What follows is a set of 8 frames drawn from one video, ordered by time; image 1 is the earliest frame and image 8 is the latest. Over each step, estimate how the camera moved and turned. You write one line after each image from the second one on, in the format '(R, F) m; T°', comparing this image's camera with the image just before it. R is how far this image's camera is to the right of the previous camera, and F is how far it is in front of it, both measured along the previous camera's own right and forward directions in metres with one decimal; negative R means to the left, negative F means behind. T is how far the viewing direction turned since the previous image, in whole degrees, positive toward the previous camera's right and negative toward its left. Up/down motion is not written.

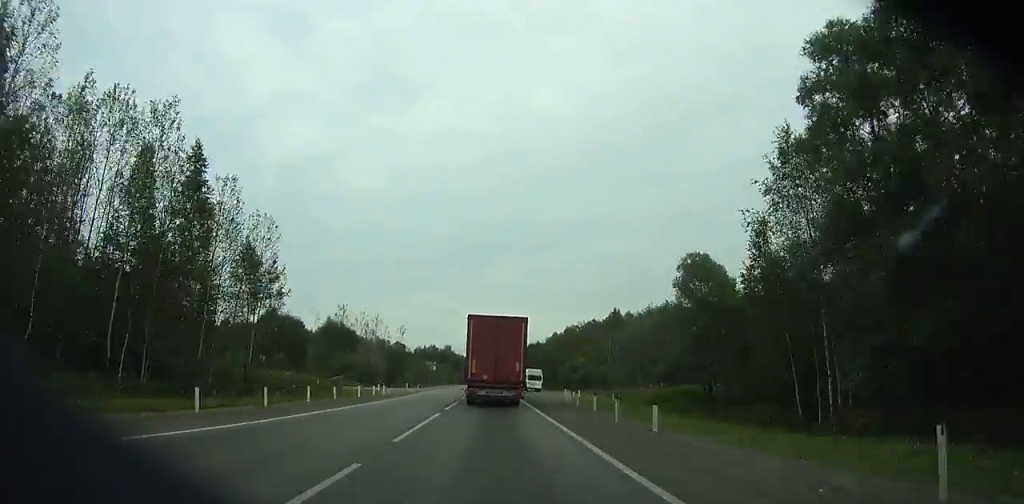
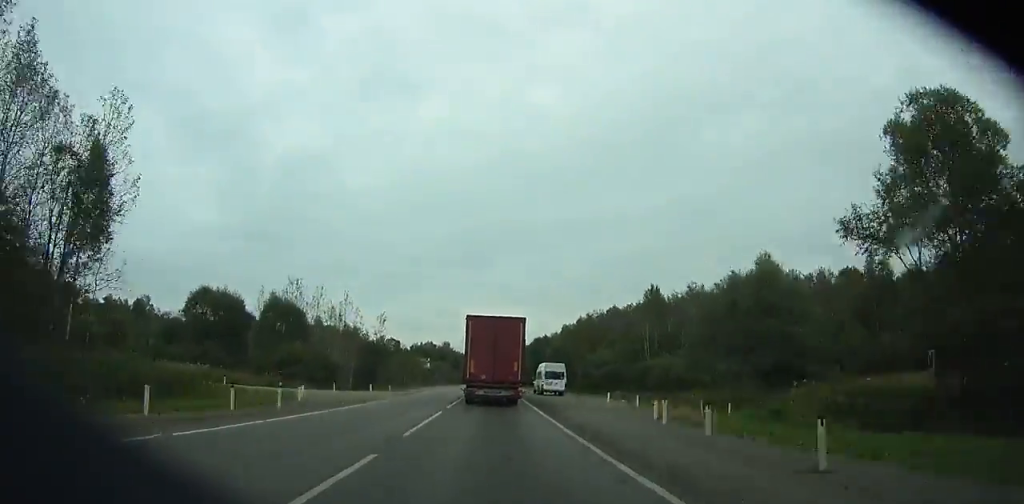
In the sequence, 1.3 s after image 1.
(-0.1, +22.8) m; 0°
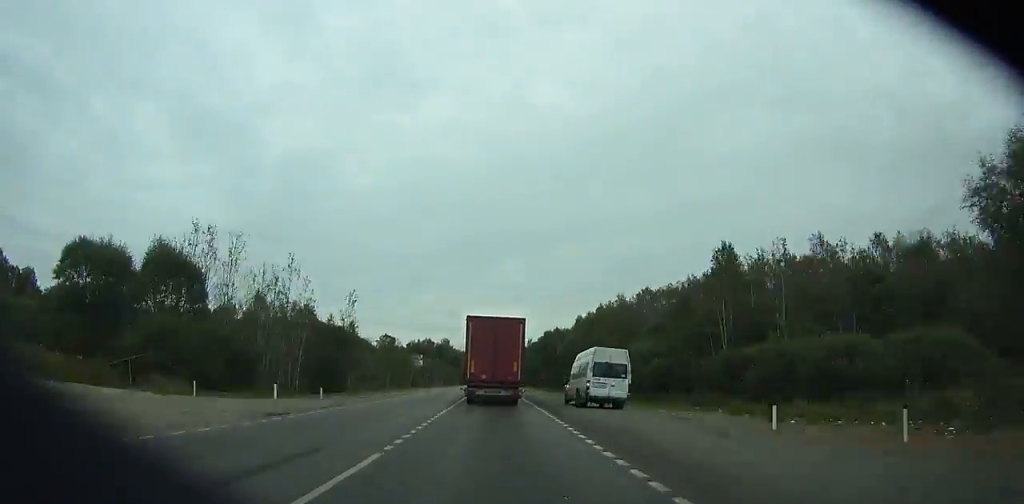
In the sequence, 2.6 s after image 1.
(+0.6, +23.2) m; 0°
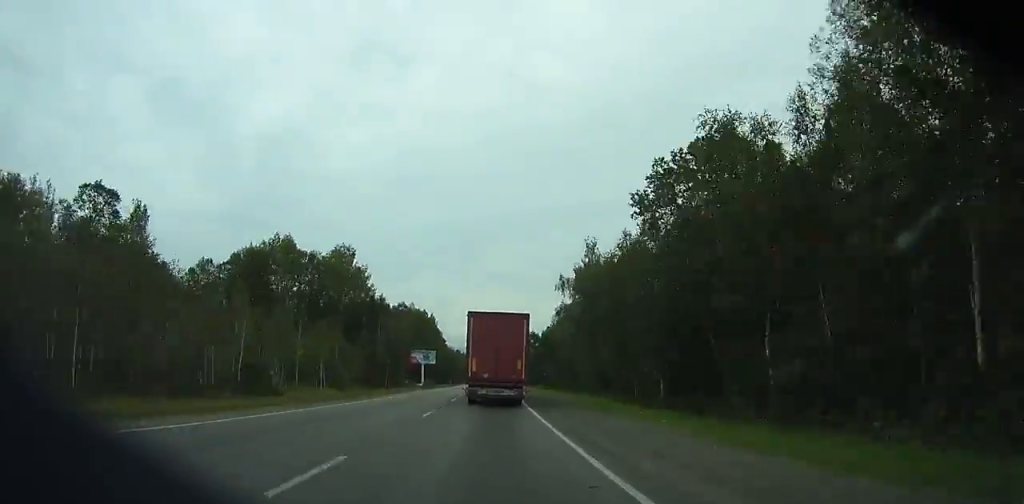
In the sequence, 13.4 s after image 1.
(+1.0, +203.4) m; 0°
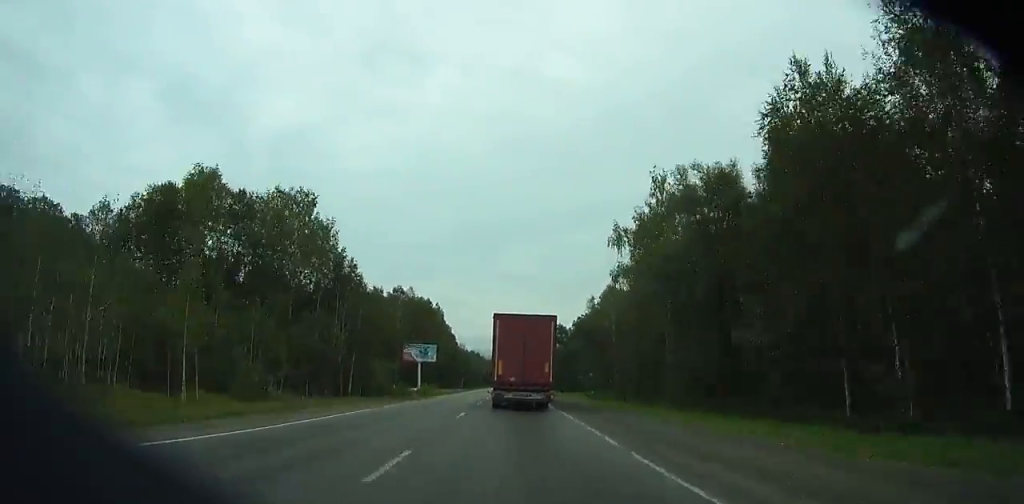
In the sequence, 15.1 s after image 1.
(-0.3, +33.0) m; 0°
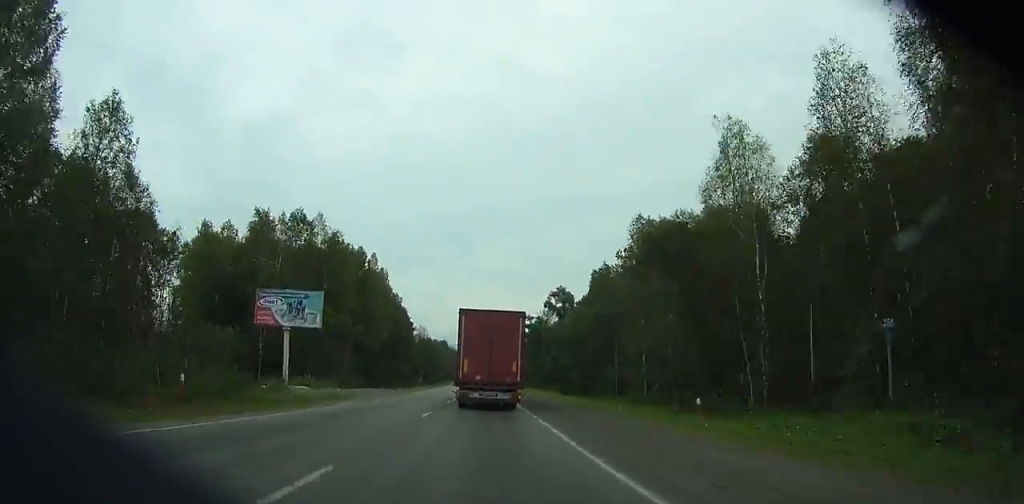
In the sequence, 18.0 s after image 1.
(+0.3, +56.5) m; 0°
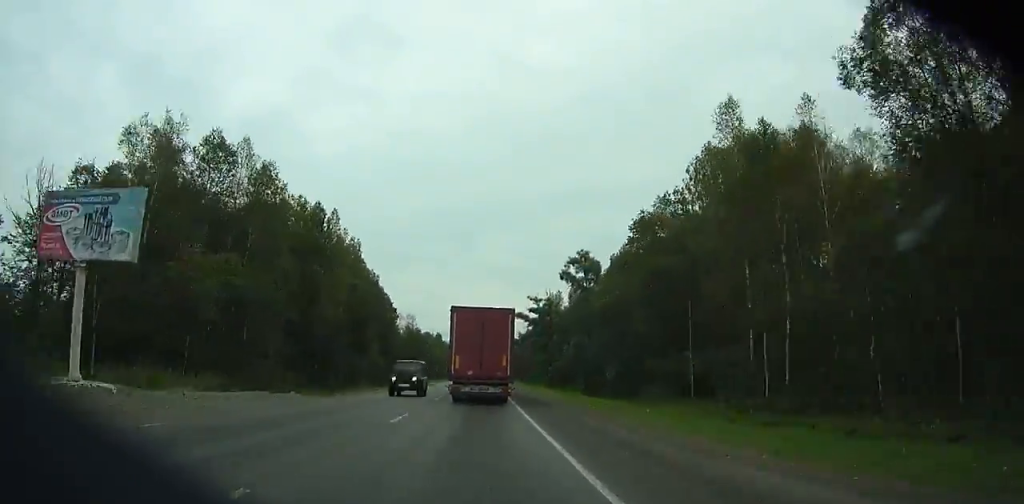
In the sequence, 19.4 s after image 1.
(+0.1, +27.4) m; 0°
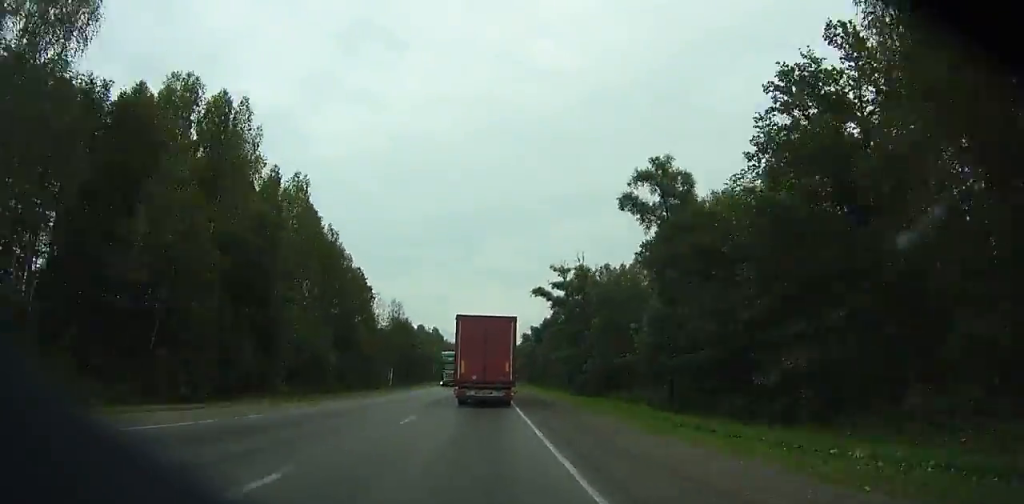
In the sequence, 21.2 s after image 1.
(0.0, +35.3) m; 0°
